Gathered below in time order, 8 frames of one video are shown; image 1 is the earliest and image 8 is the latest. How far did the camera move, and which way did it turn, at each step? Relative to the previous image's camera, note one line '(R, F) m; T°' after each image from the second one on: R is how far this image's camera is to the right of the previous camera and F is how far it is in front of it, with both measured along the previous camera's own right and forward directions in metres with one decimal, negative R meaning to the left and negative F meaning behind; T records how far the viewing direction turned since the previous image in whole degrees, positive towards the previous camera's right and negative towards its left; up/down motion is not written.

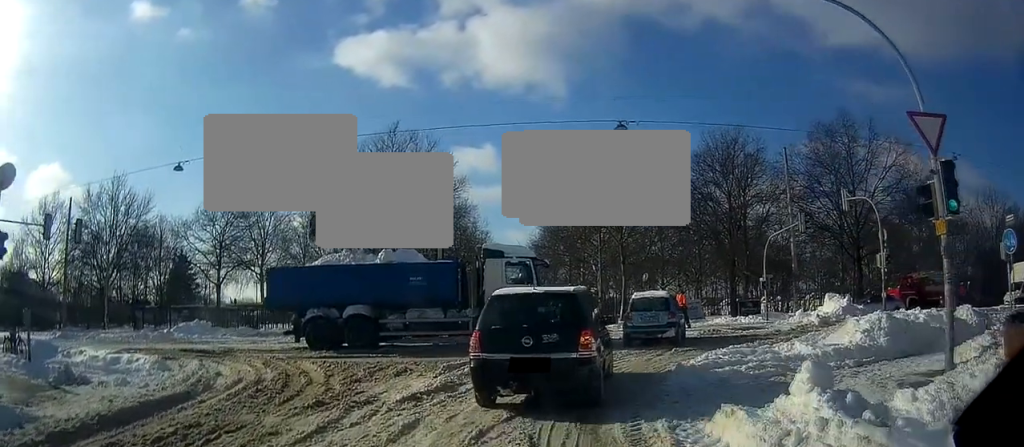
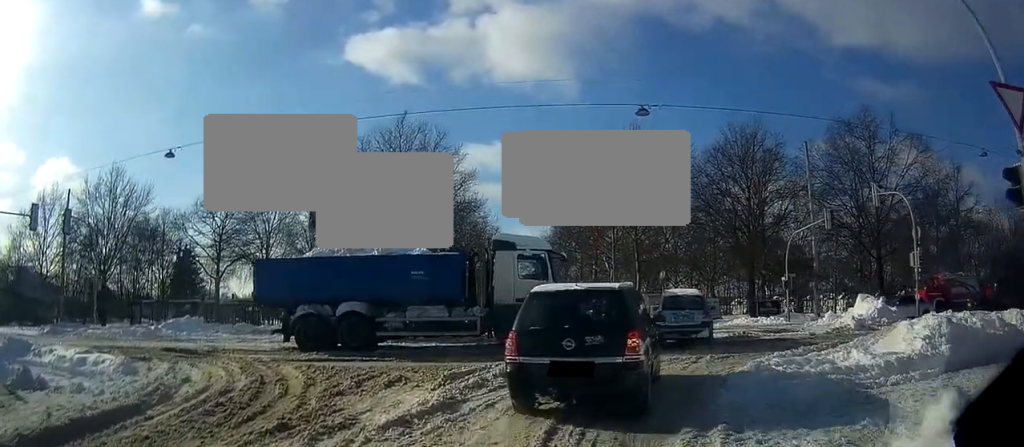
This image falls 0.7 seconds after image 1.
(0.0, +1.5) m; 0°
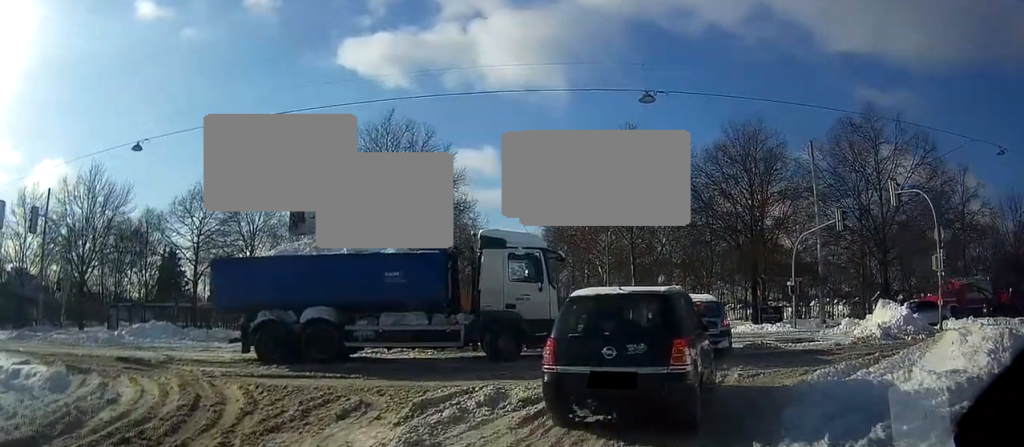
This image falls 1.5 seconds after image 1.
(0.0, +2.0) m; 0°
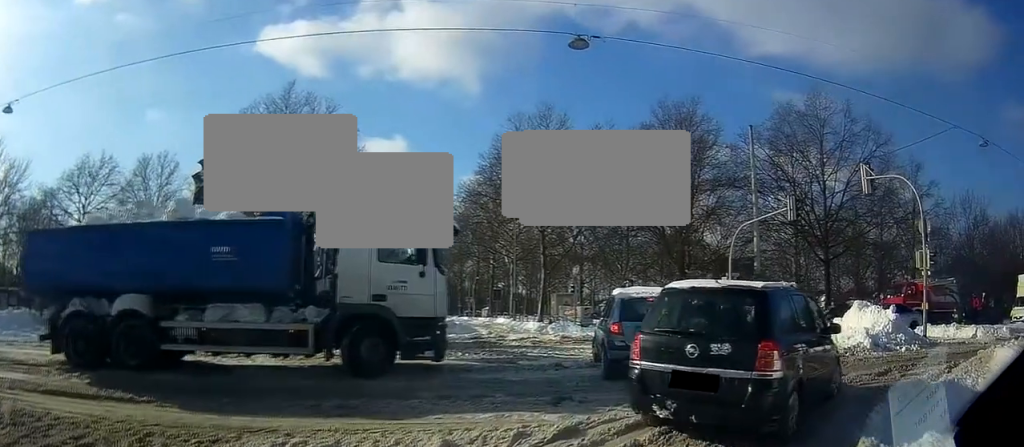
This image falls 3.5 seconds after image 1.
(0.0, +5.0) m; +1°
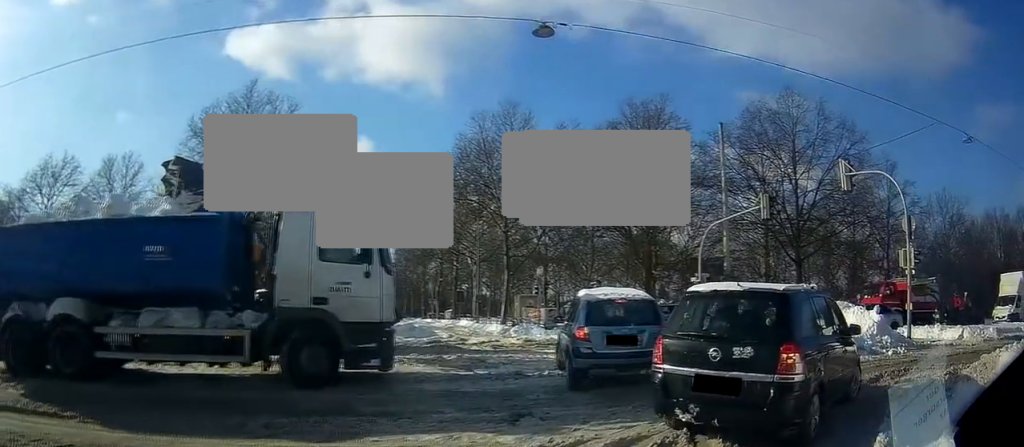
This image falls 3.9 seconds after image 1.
(0.0, +1.2) m; +4°
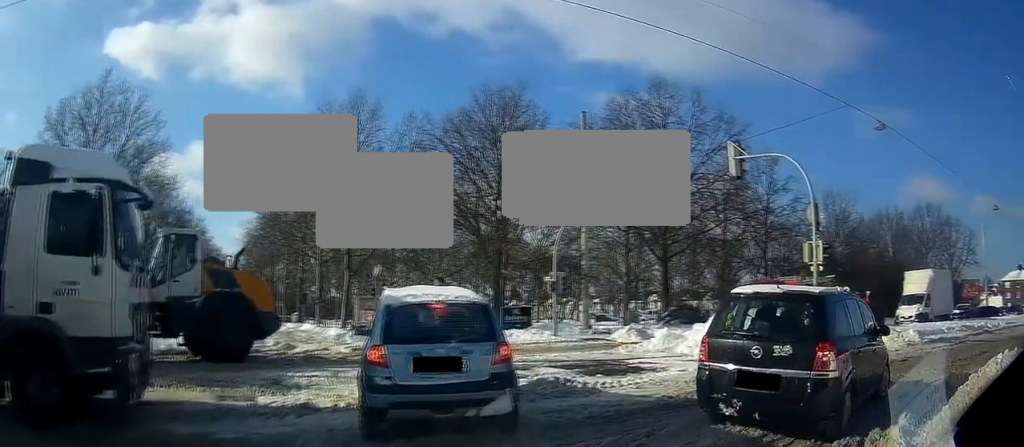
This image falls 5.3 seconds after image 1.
(+0.4, +3.3) m; +13°
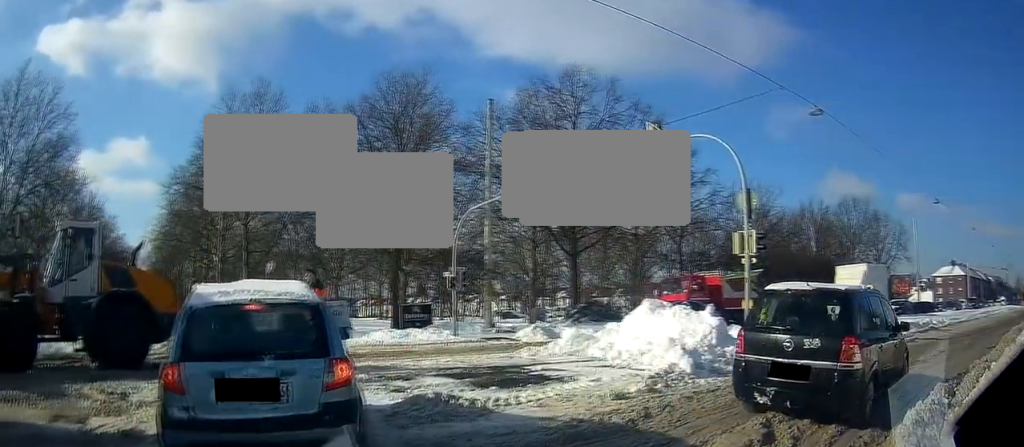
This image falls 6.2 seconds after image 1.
(0.0, +1.8) m; +10°
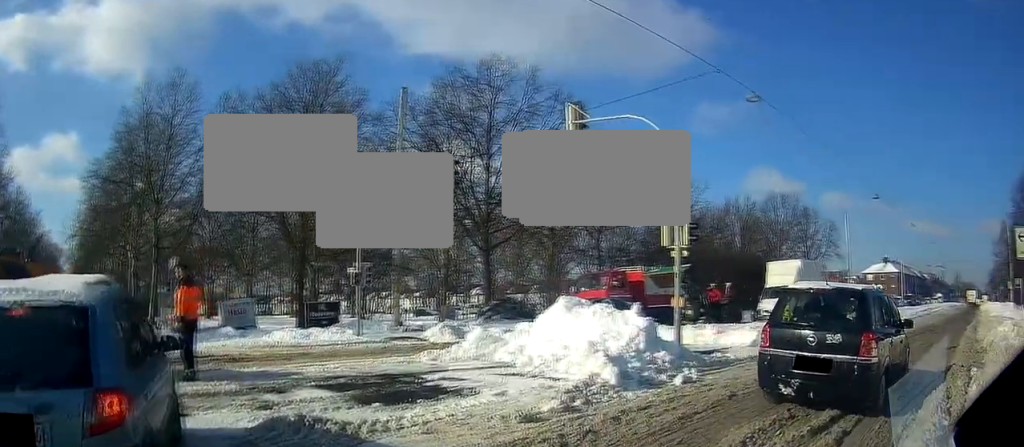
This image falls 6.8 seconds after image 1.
(+0.1, +1.4) m; +9°
